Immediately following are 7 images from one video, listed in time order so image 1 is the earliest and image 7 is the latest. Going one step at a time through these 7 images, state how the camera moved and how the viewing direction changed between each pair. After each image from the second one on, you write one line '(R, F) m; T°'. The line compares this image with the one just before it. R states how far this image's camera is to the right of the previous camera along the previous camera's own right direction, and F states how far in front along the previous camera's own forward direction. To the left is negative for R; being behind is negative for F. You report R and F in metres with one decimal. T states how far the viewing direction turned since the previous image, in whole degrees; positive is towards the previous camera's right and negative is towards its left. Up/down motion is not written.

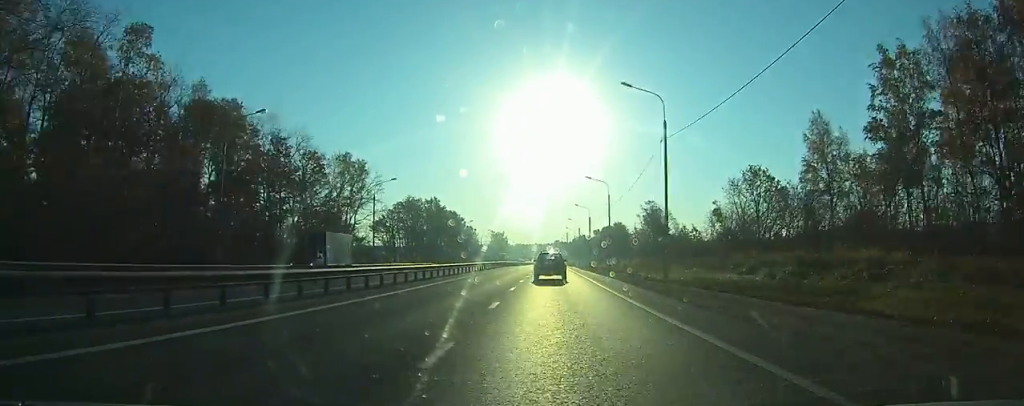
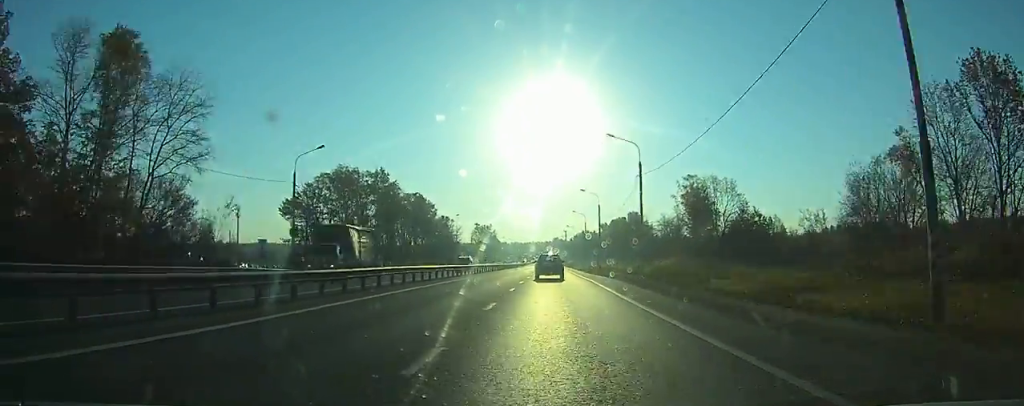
(+0.1, +57.2) m; 0°
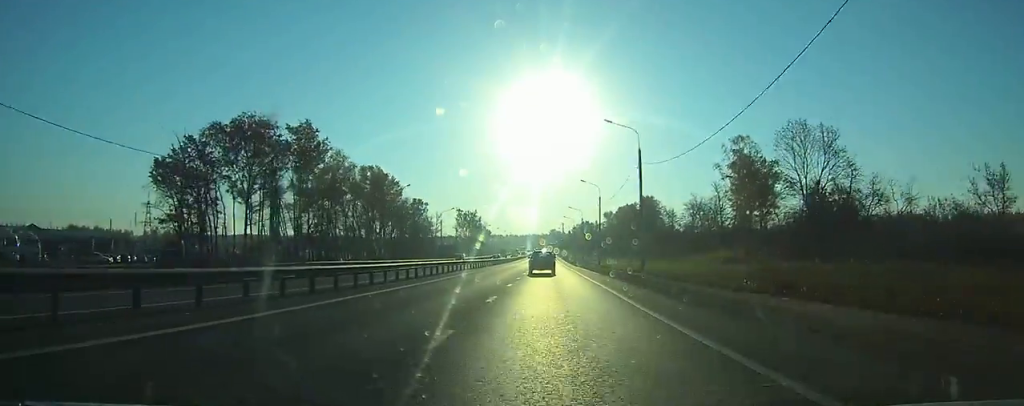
(+0.1, +38.8) m; 0°
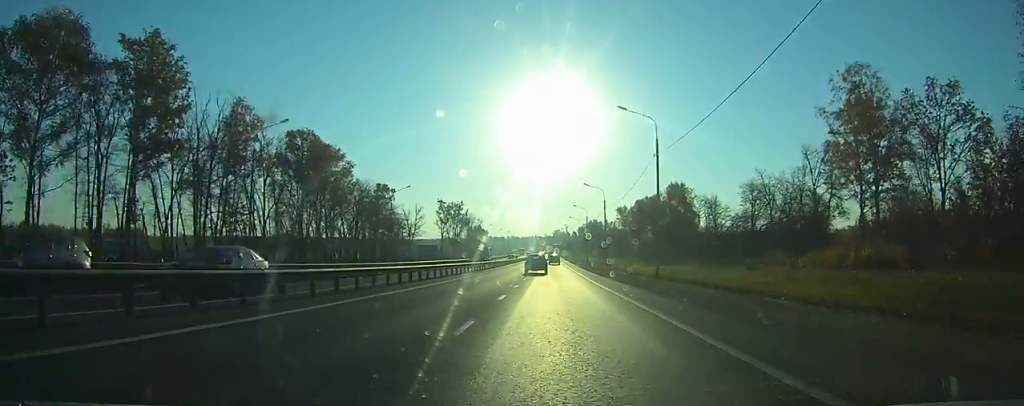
(0.0, +39.1) m; 0°
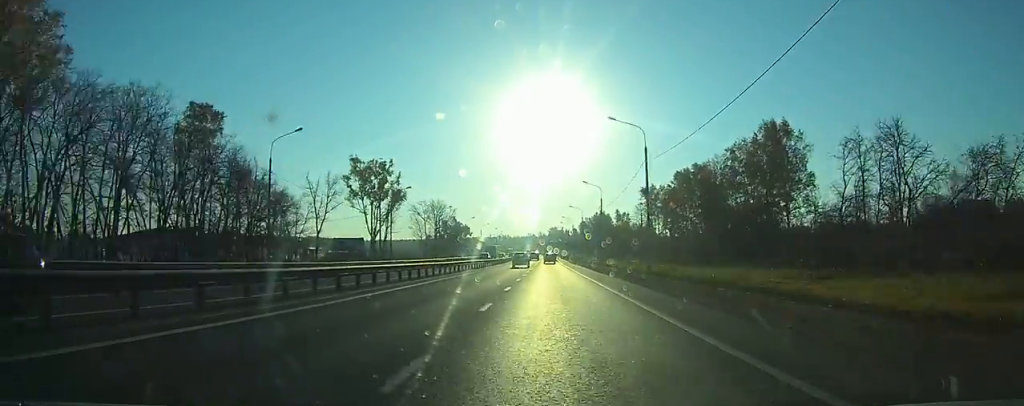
(+0.1, +68.5) m; 0°
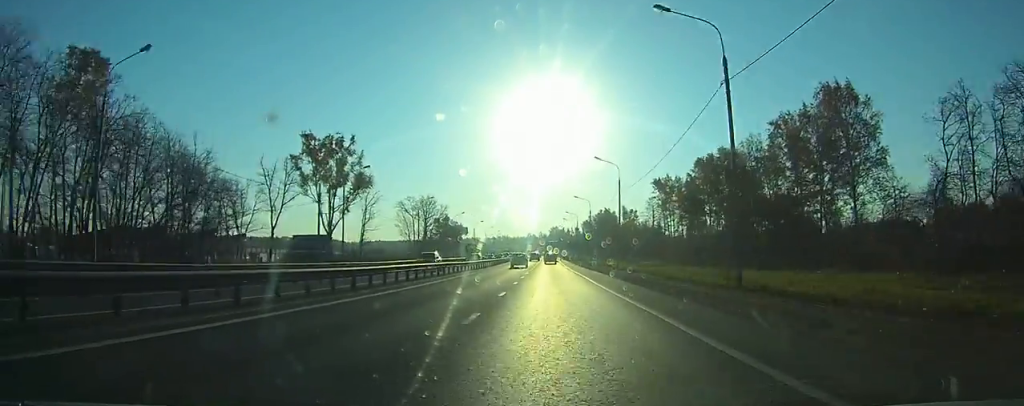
(0.0, +18.4) m; 0°
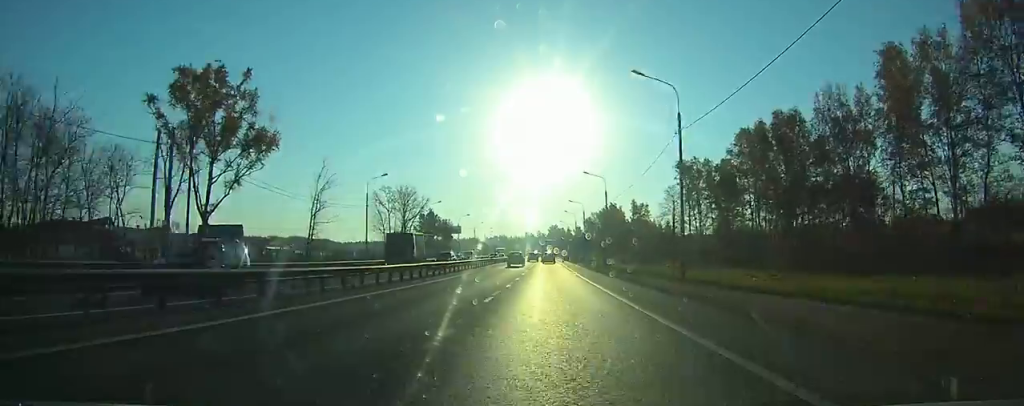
(+0.1, +26.3) m; +1°
